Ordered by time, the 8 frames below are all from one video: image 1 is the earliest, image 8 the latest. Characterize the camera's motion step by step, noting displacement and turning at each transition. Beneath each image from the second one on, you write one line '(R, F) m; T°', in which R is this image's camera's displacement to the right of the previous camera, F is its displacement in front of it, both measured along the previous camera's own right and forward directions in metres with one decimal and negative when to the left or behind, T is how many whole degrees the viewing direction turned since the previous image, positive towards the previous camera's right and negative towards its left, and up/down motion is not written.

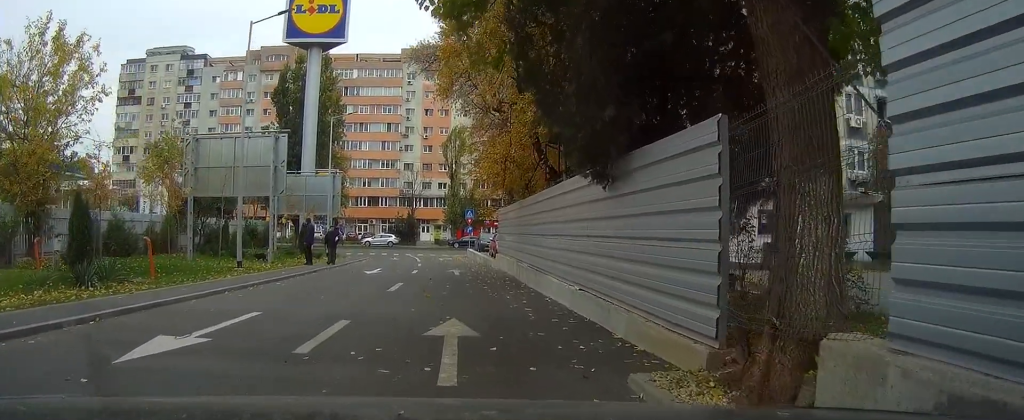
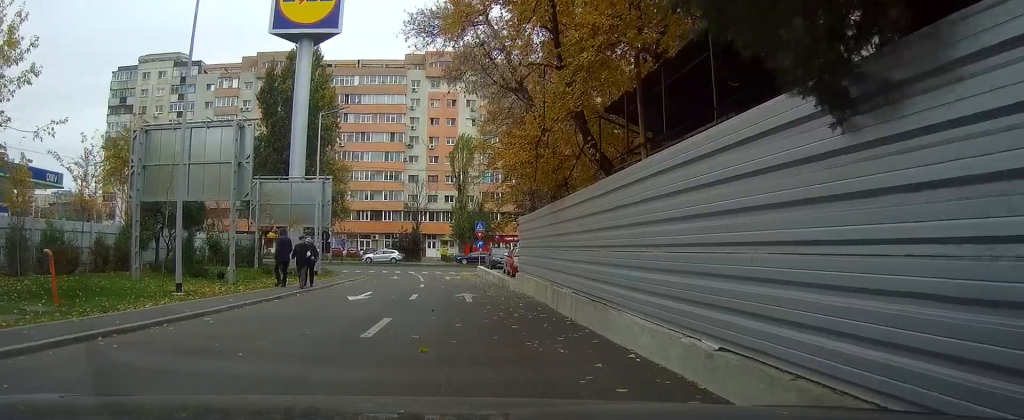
(-0.3, +5.9) m; -1°
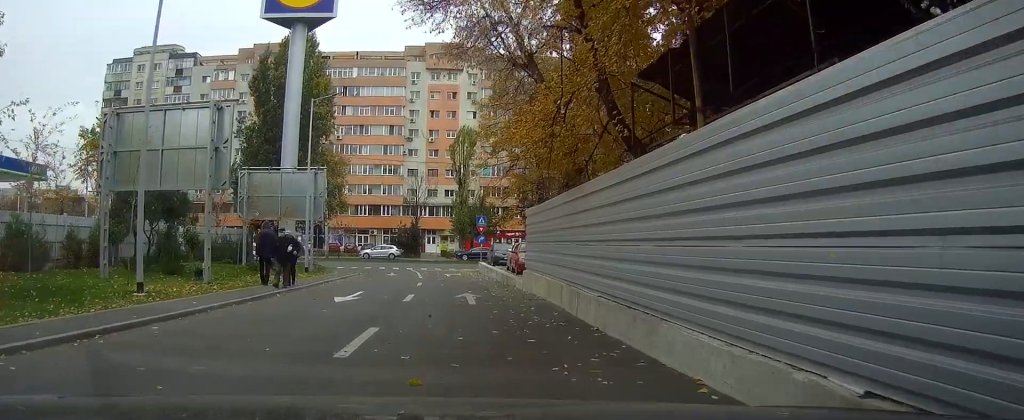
(+0.1, +2.2) m; 0°
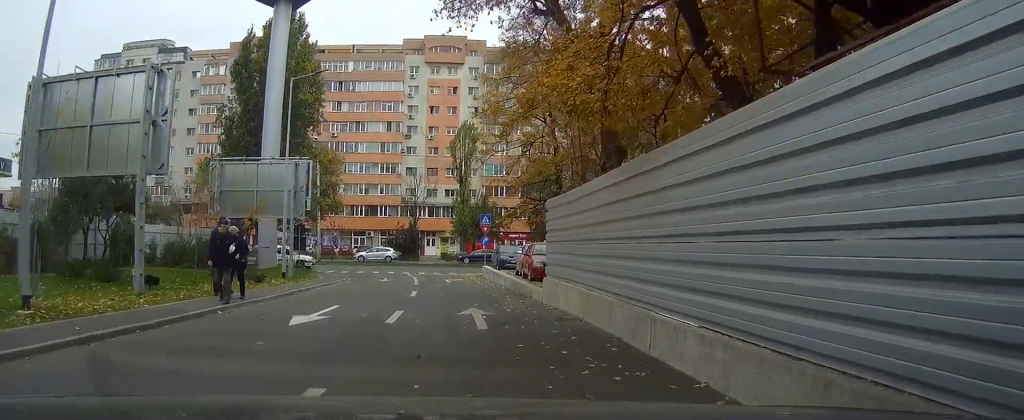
(+0.1, +4.7) m; +1°
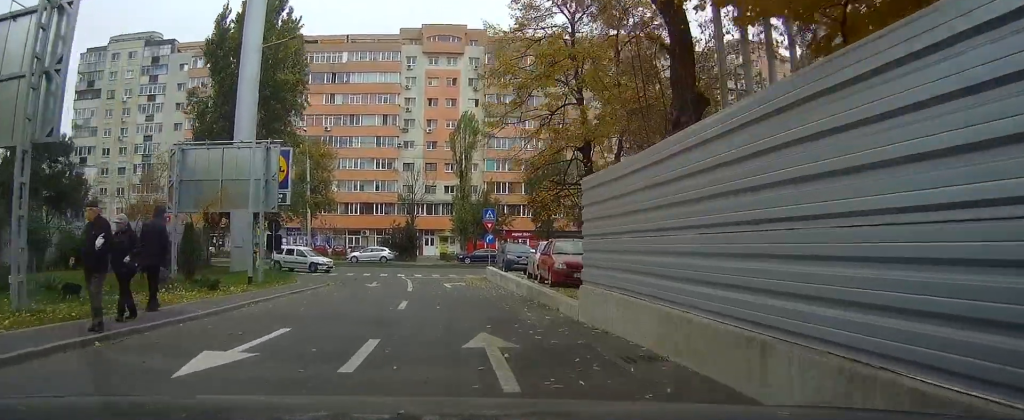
(-0.1, +4.8) m; +1°
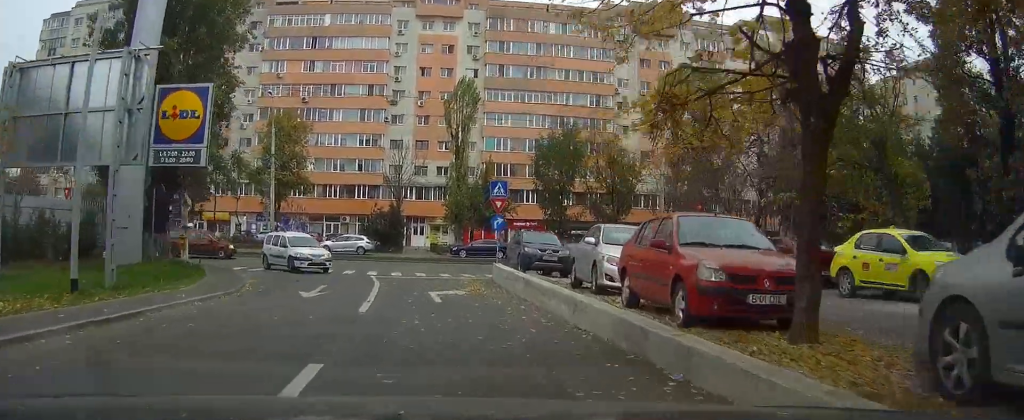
(+0.3, +11.0) m; +1°
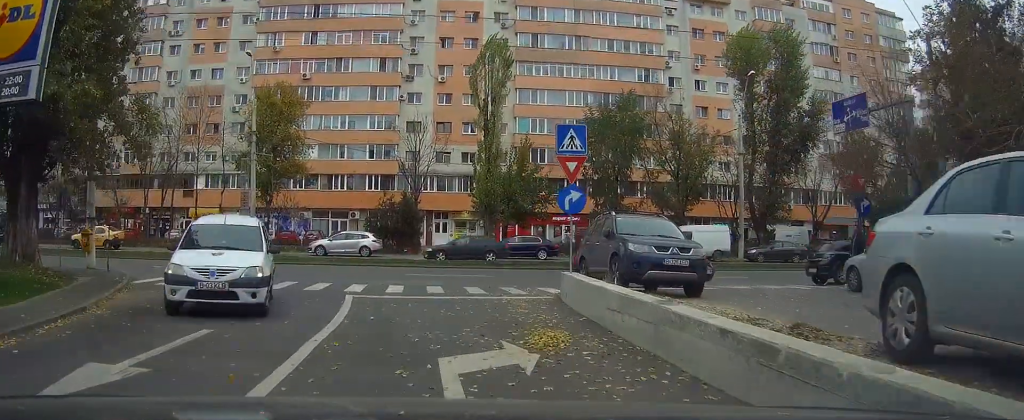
(-0.2, +11.1) m; -2°
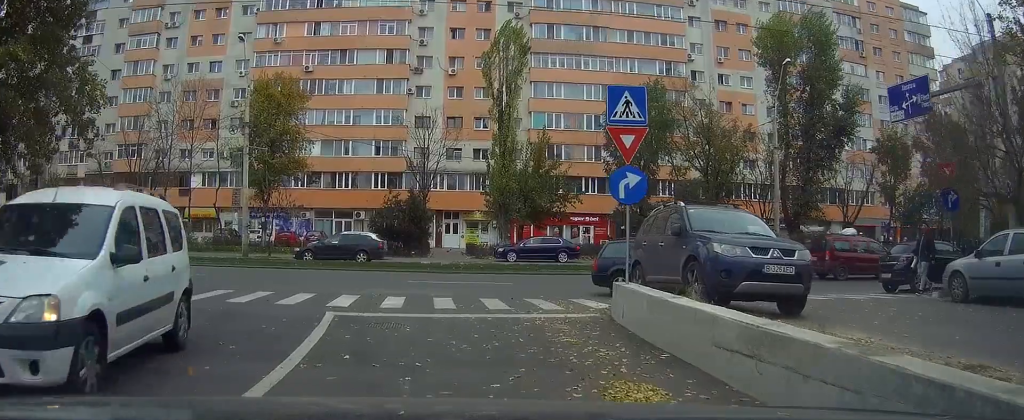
(0.0, +3.7) m; 0°
